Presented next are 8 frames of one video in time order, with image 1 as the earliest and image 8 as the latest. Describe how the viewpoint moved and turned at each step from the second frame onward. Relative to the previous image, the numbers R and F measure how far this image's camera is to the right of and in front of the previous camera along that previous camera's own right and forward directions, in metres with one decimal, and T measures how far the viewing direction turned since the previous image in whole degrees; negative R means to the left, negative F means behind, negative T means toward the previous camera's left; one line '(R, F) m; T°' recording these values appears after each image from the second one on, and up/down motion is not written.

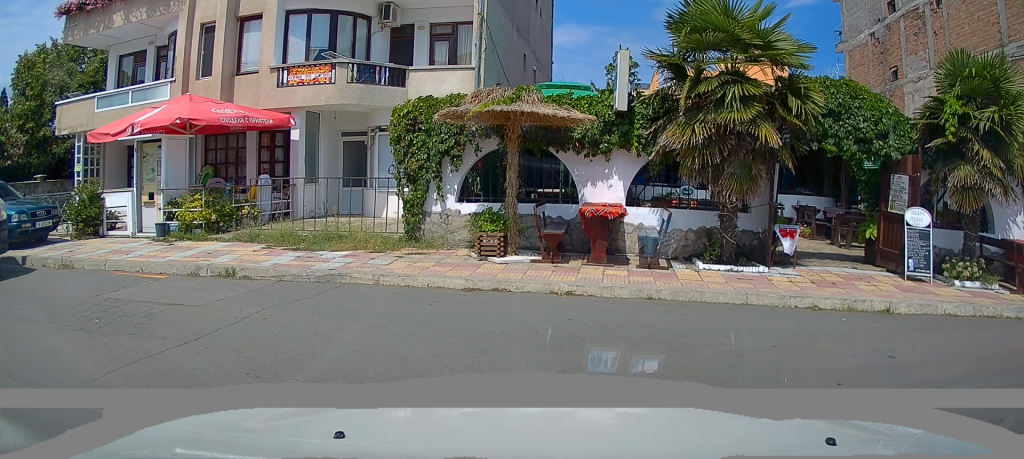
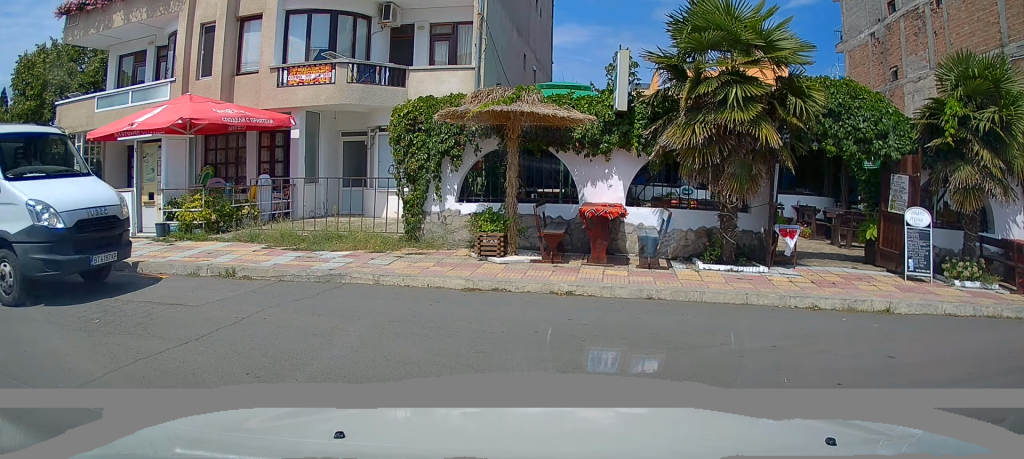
(0.0, 0.0) m; 0°
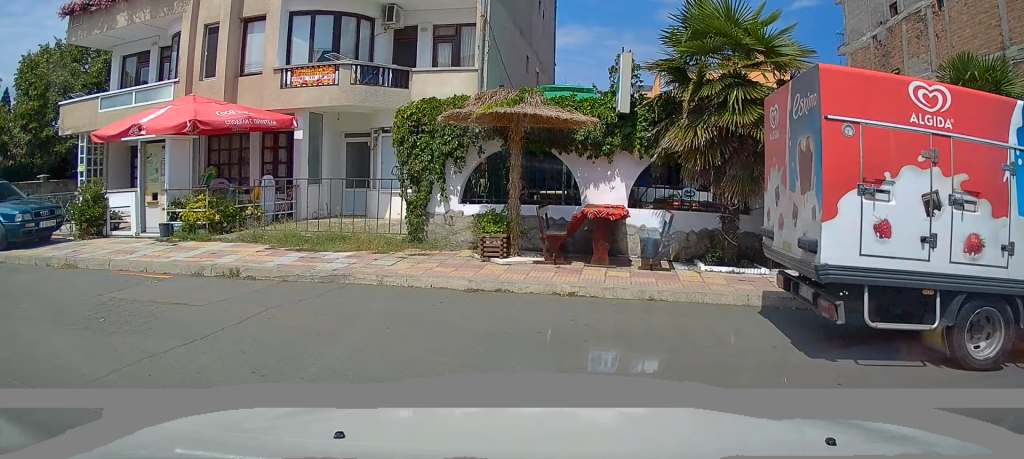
(-0.1, +0.5) m; 0°
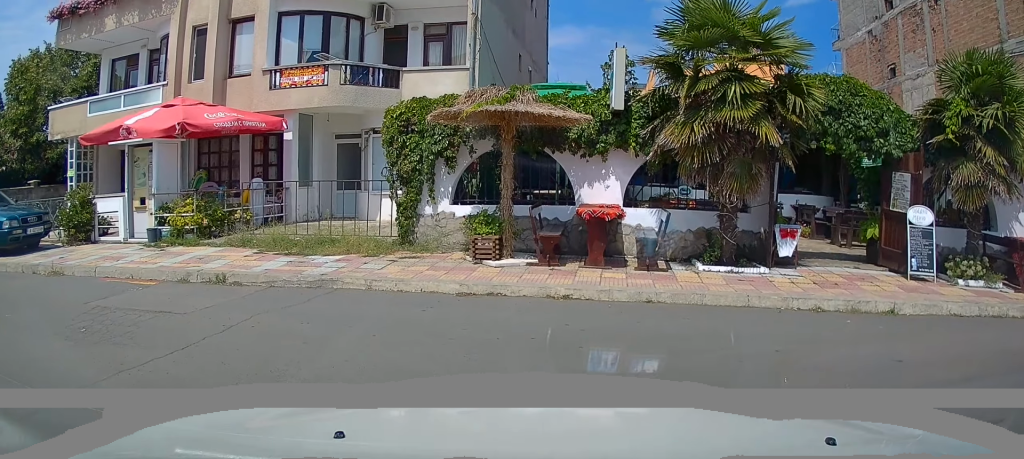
(-0.1, +0.4) m; 0°
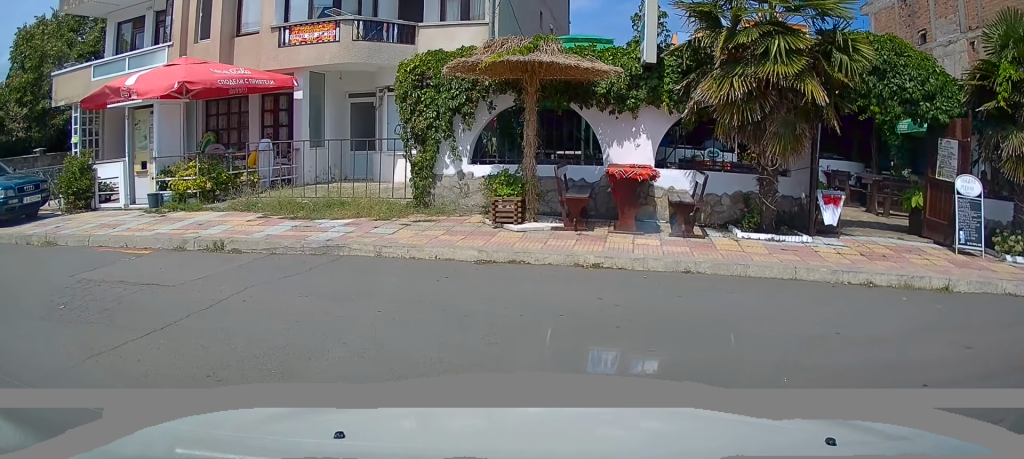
(-0.1, +0.6) m; 0°
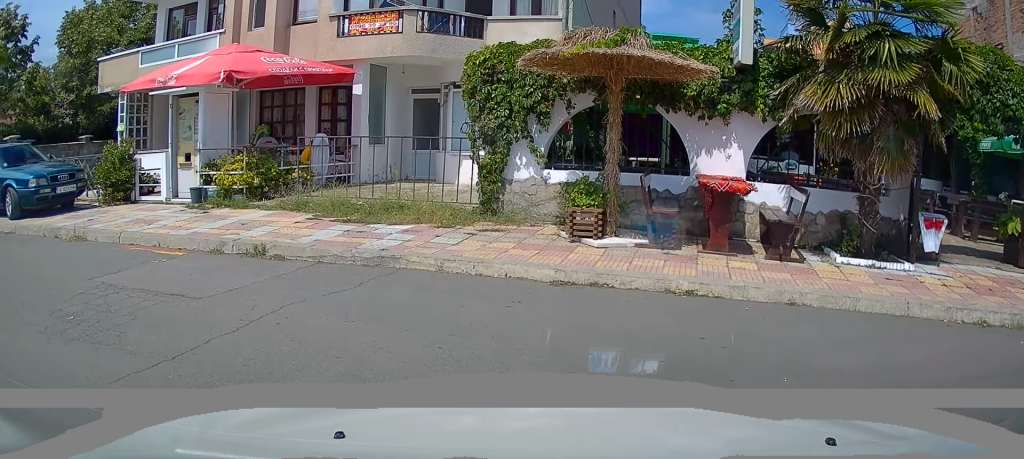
(-0.2, +1.0) m; -6°
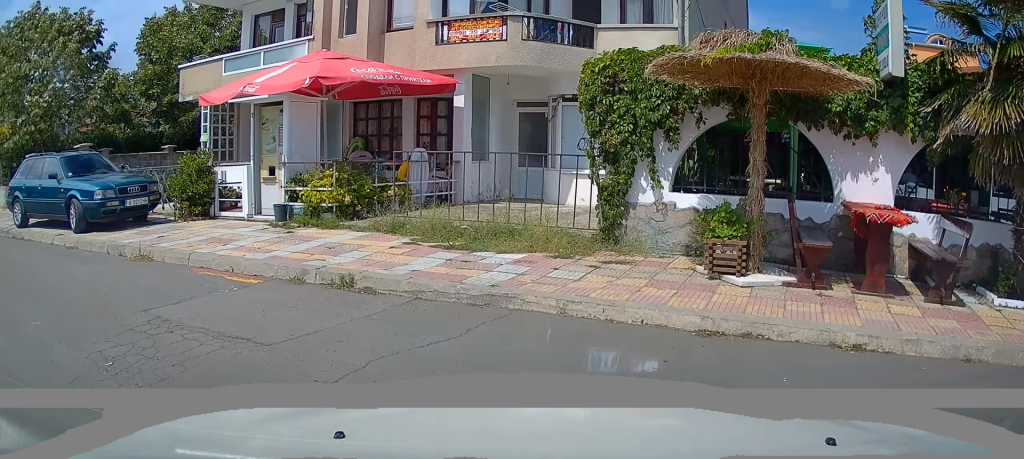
(-0.2, +1.2) m; -19°
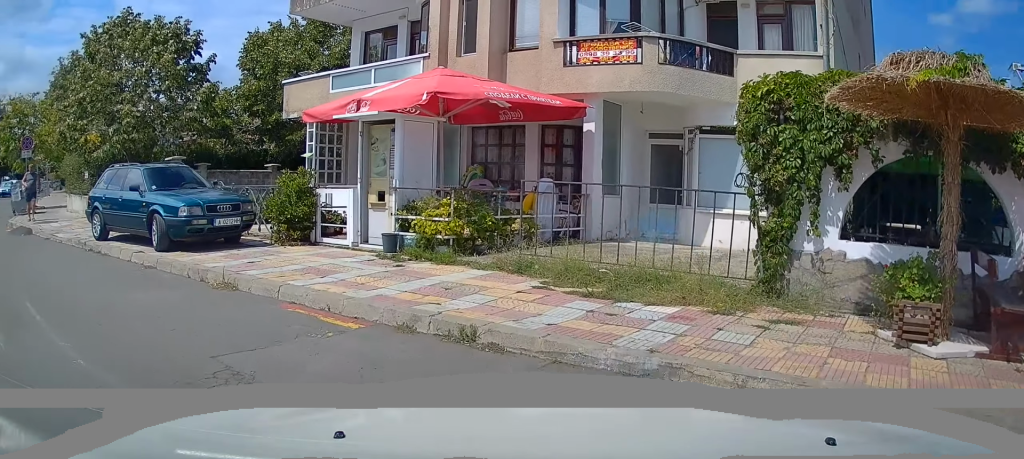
(0.0, +1.2) m; -17°
